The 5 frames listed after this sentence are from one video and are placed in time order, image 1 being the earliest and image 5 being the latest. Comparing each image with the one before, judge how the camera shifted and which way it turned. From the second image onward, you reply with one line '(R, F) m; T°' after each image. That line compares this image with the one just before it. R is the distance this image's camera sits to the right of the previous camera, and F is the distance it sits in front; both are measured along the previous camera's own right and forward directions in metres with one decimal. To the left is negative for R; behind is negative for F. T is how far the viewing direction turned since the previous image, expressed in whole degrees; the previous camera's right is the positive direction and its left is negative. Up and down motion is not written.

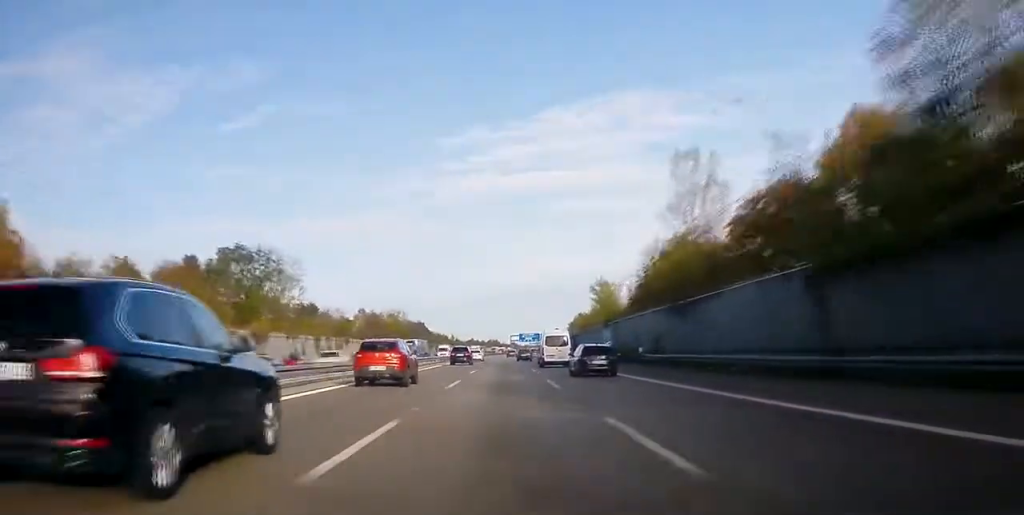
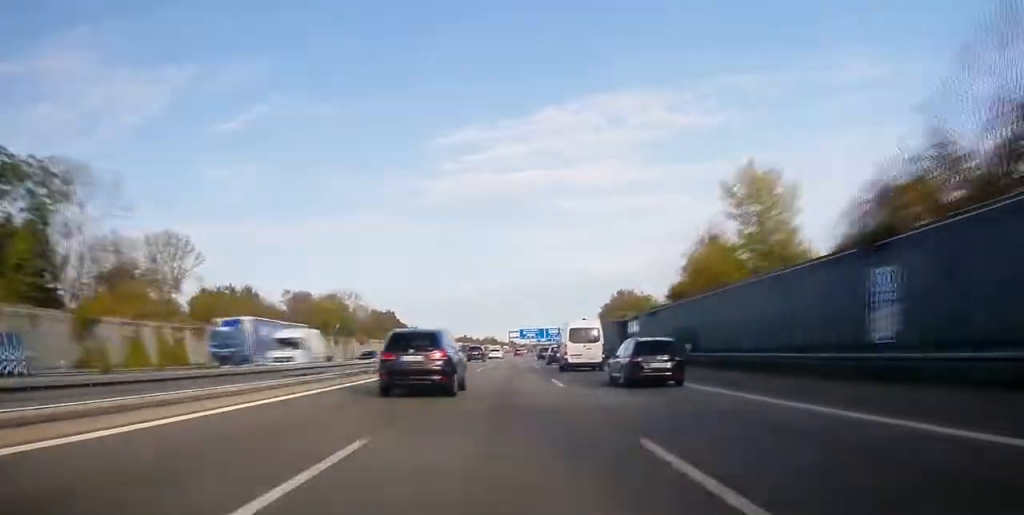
(+0.6, +64.8) m; +1°
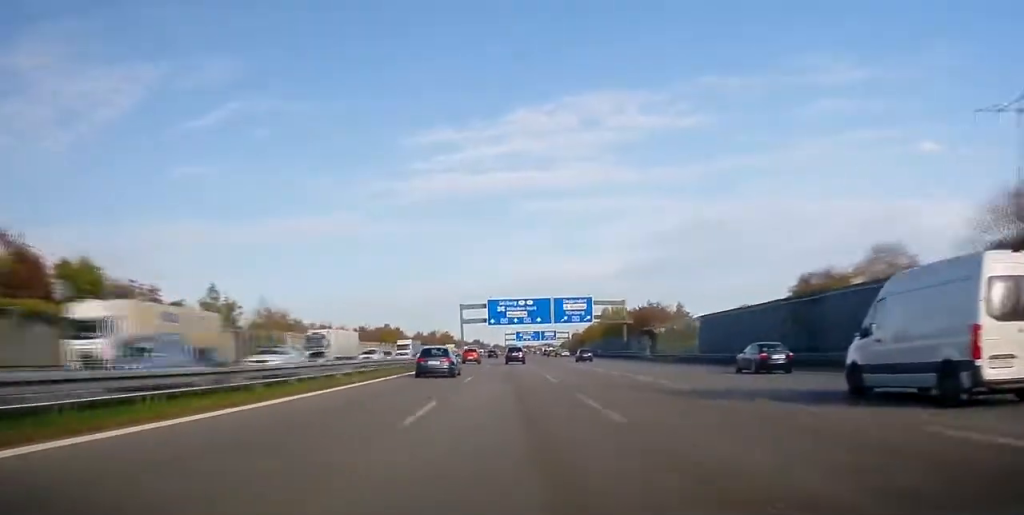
(+3.5, +205.1) m; +2°
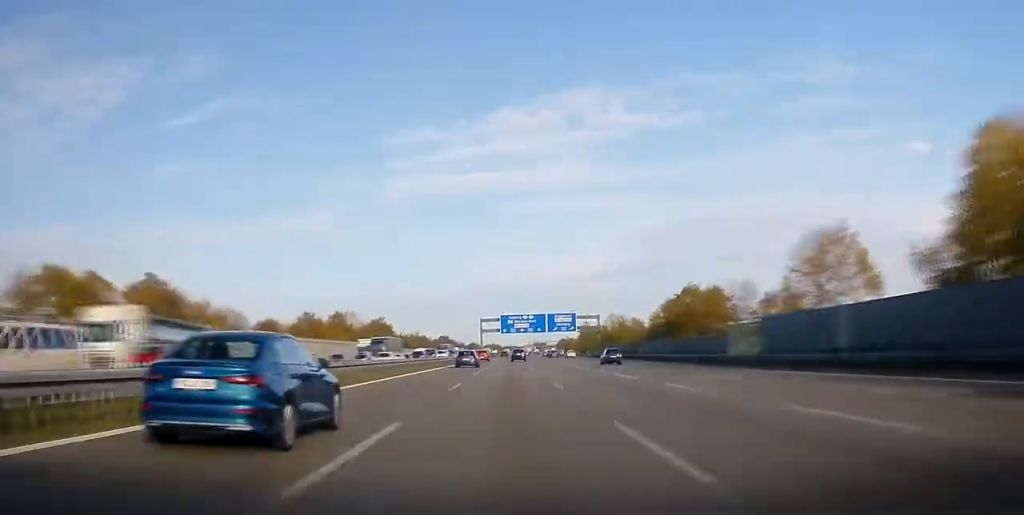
(+2.0, +154.0) m; +1°
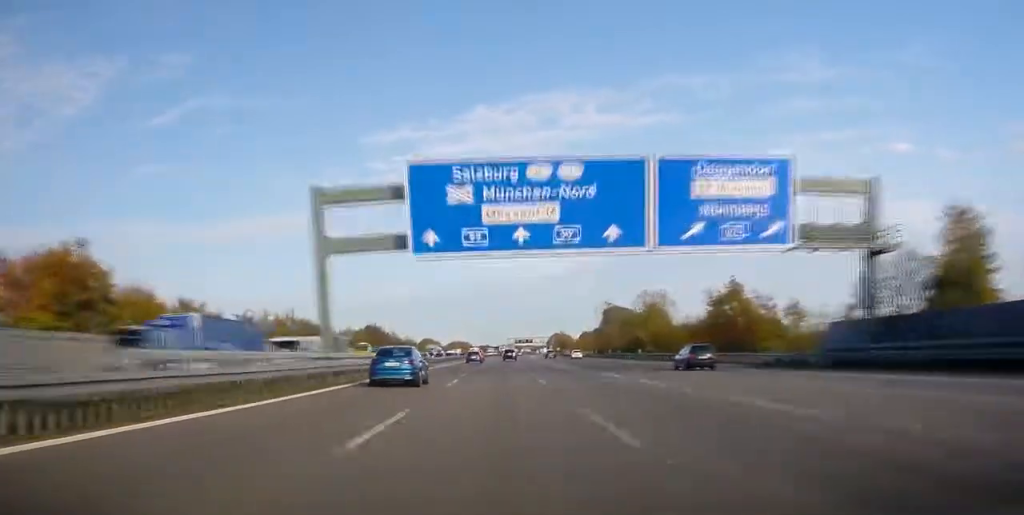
(+1.5, +143.7) m; +1°
